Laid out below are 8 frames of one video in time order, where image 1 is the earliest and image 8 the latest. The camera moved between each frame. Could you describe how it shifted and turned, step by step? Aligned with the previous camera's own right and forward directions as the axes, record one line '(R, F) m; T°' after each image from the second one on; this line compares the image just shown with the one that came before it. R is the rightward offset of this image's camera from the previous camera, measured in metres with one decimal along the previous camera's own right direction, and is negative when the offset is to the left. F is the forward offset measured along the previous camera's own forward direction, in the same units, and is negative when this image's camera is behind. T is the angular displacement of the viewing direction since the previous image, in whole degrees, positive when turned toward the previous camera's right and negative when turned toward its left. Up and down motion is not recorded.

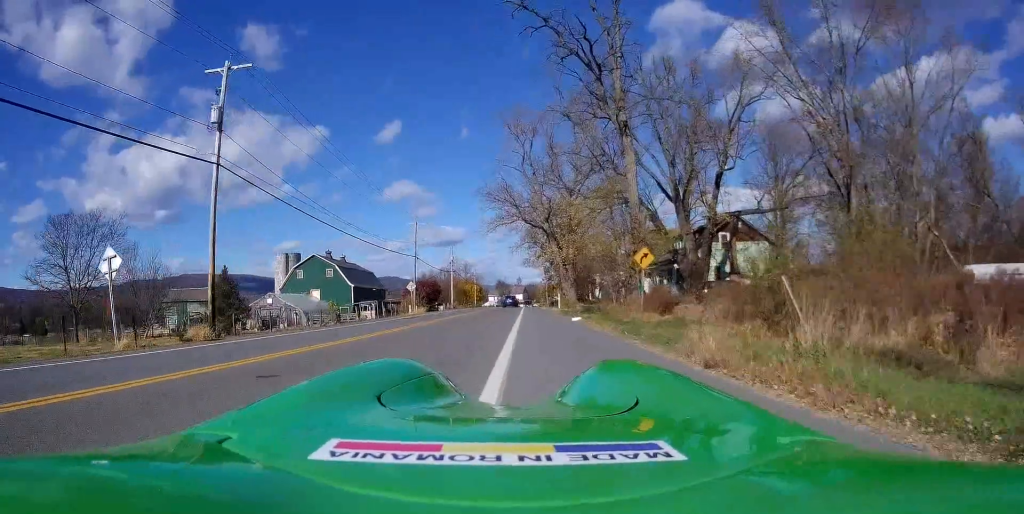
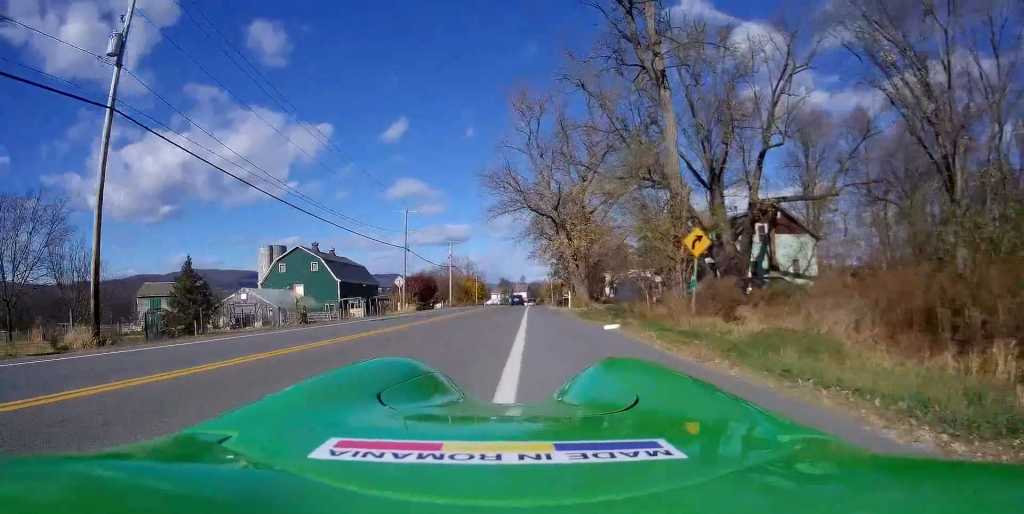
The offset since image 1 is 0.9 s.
(-0.2, +7.8) m; +1°
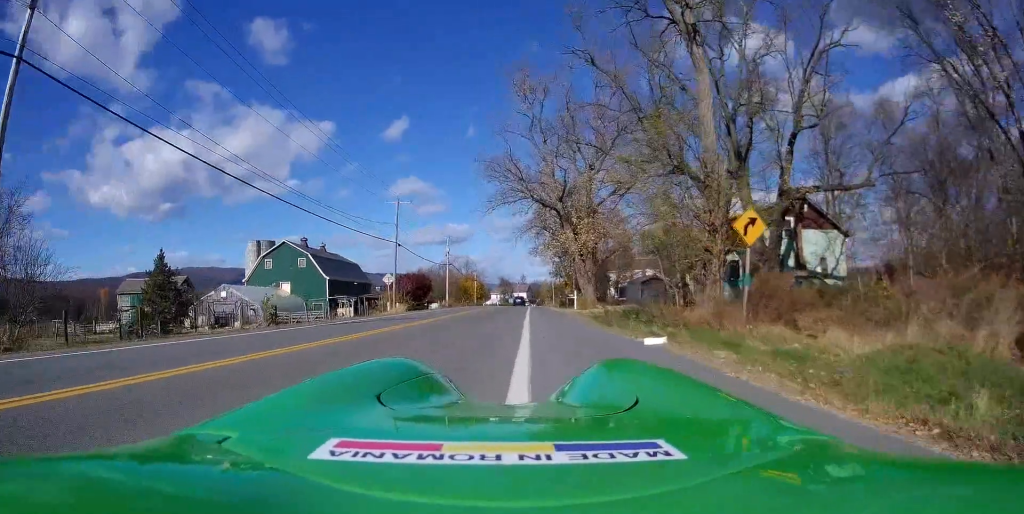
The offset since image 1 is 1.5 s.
(+0.1, +4.6) m; +1°
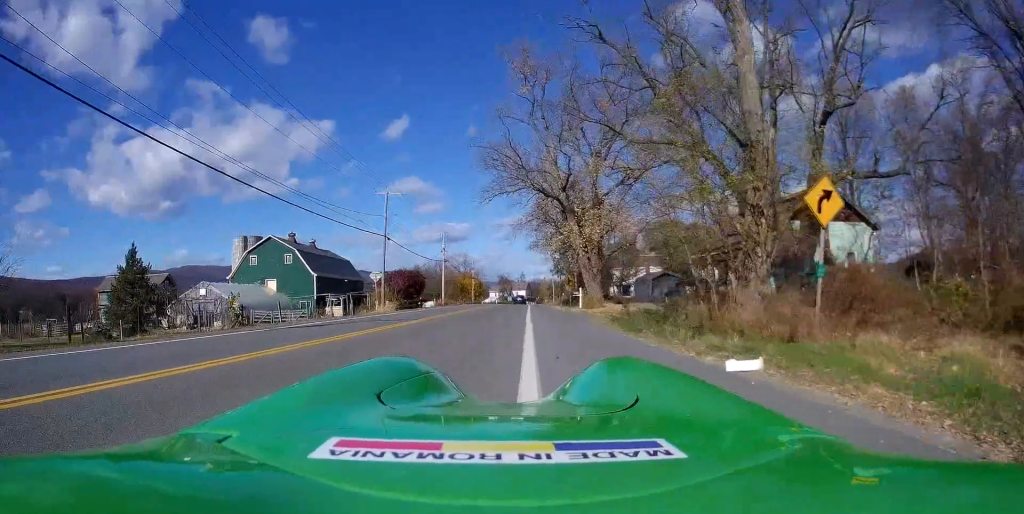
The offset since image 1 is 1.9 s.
(+0.2, +3.9) m; 0°
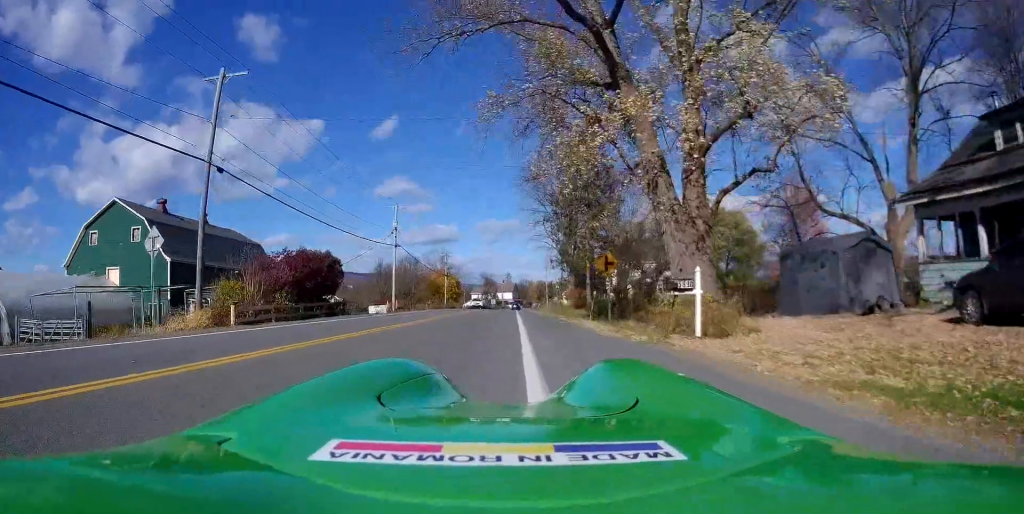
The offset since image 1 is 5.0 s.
(+0.4, +27.2) m; +3°
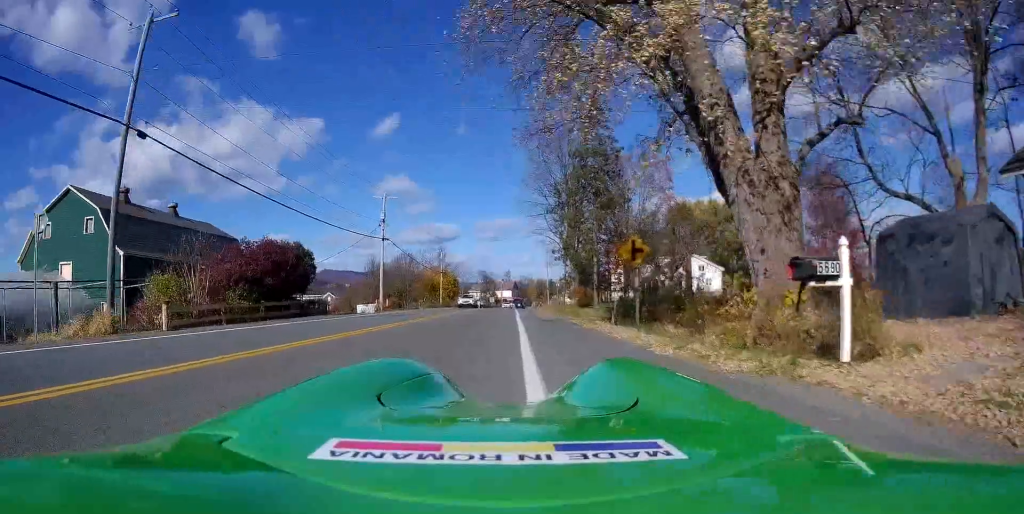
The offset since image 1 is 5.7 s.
(0.0, +5.5) m; 0°
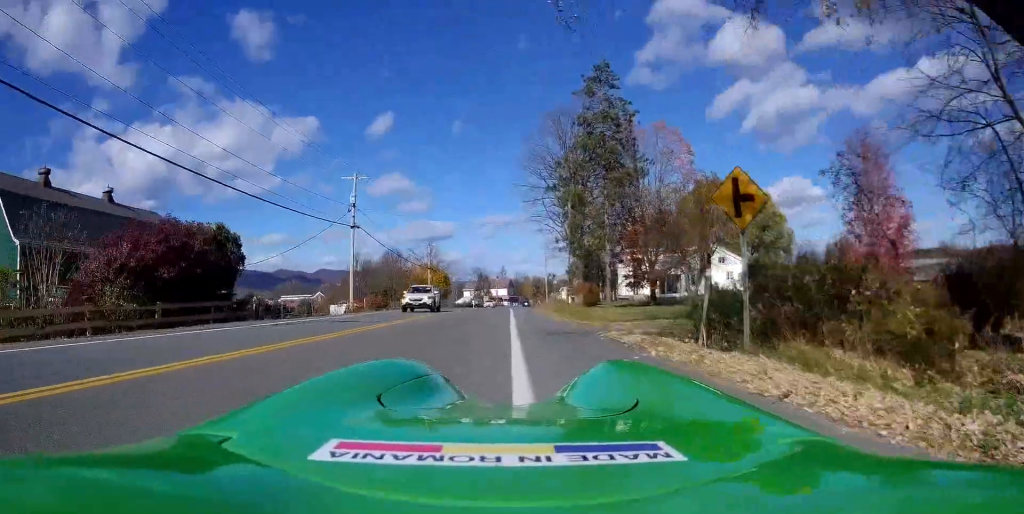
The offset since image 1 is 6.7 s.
(0.0, +9.1) m; -2°
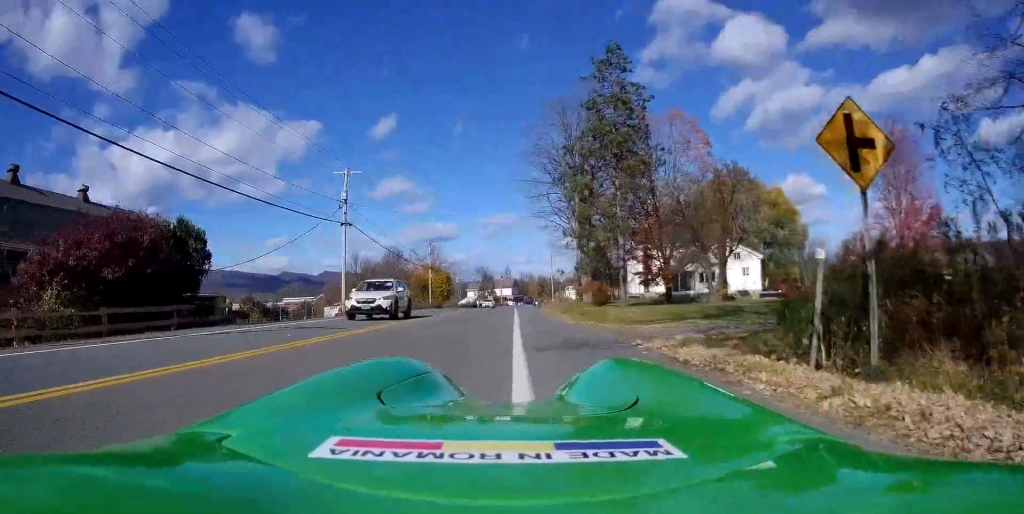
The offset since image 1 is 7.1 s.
(+0.1, +3.6) m; -1°
